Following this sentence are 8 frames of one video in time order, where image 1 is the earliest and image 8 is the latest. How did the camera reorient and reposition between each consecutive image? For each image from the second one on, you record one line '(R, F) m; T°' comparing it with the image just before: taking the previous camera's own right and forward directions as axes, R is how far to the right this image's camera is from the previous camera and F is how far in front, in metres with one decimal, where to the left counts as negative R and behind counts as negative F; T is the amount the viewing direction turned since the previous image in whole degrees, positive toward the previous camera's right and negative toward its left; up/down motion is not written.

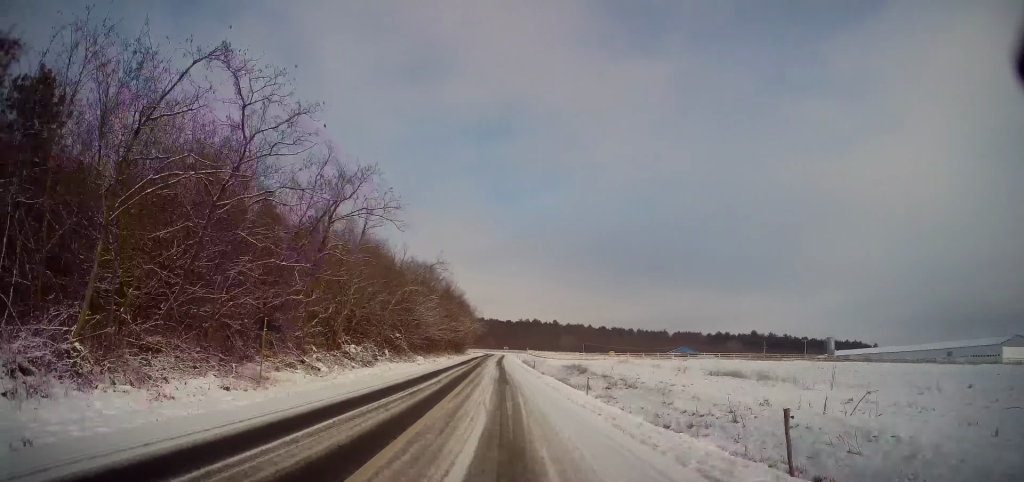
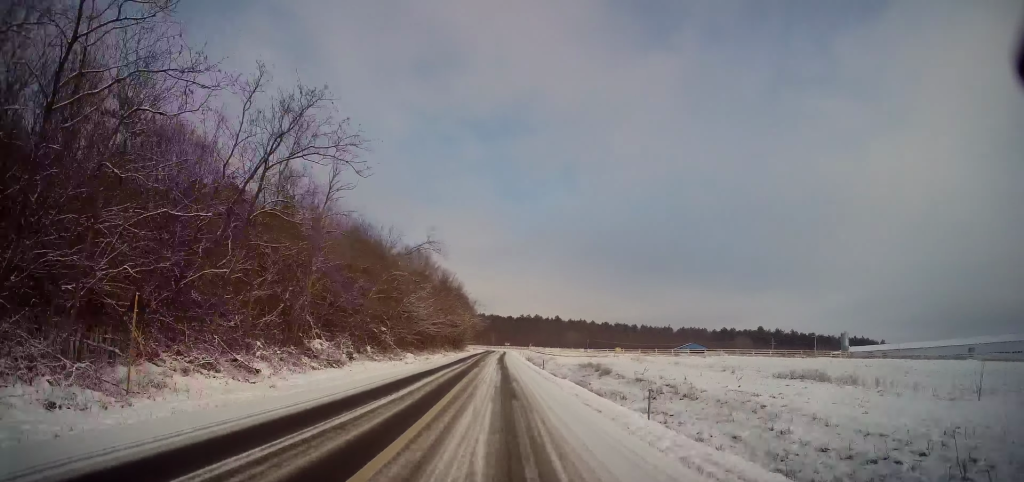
(-0.2, +7.1) m; -2°
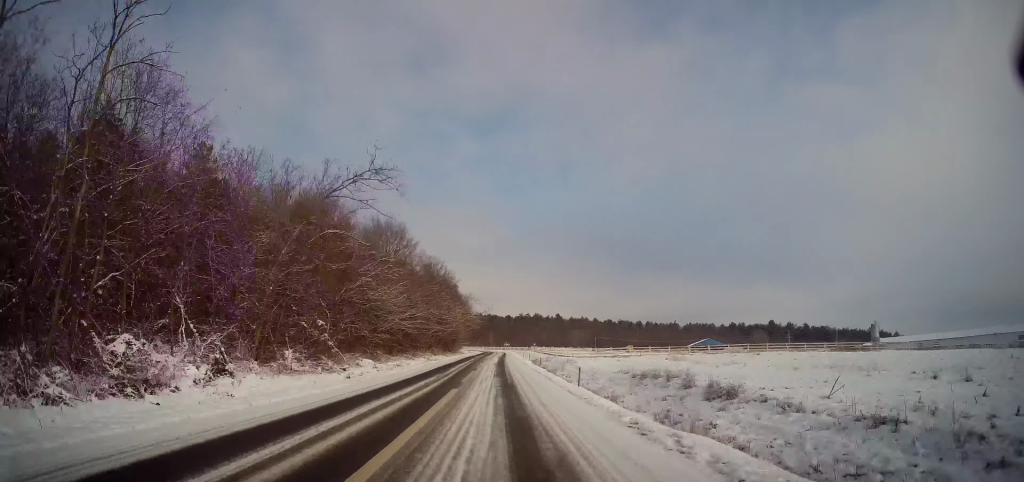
(-0.5, +15.1) m; -1°
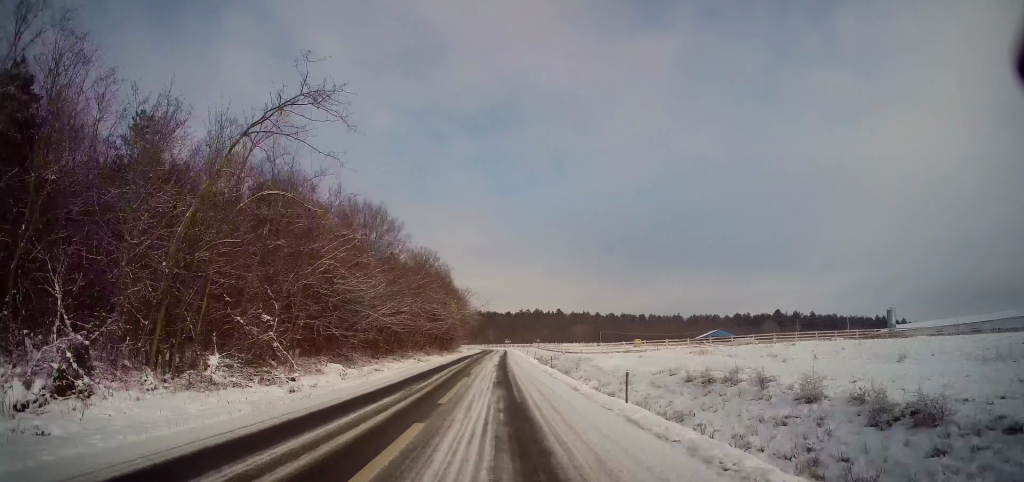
(-0.1, +7.0) m; 0°
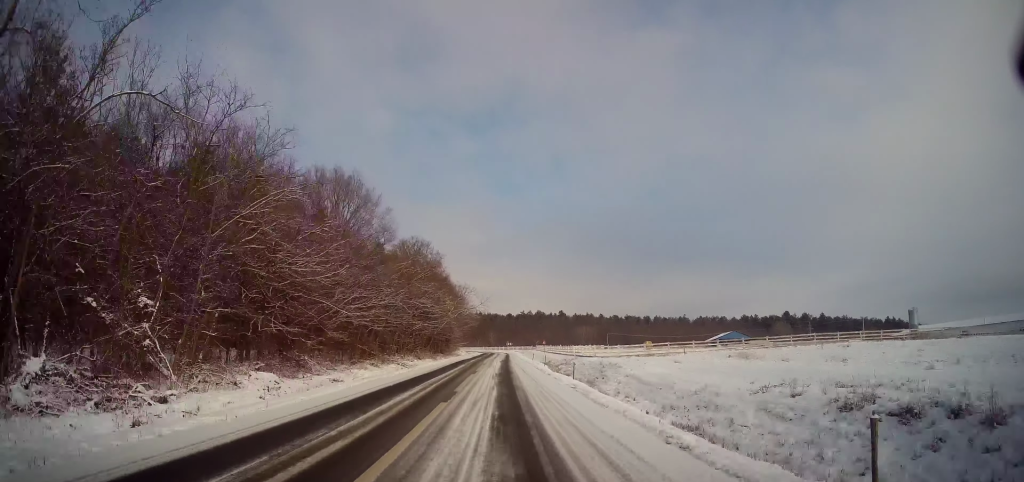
(+0.2, +8.5) m; 0°
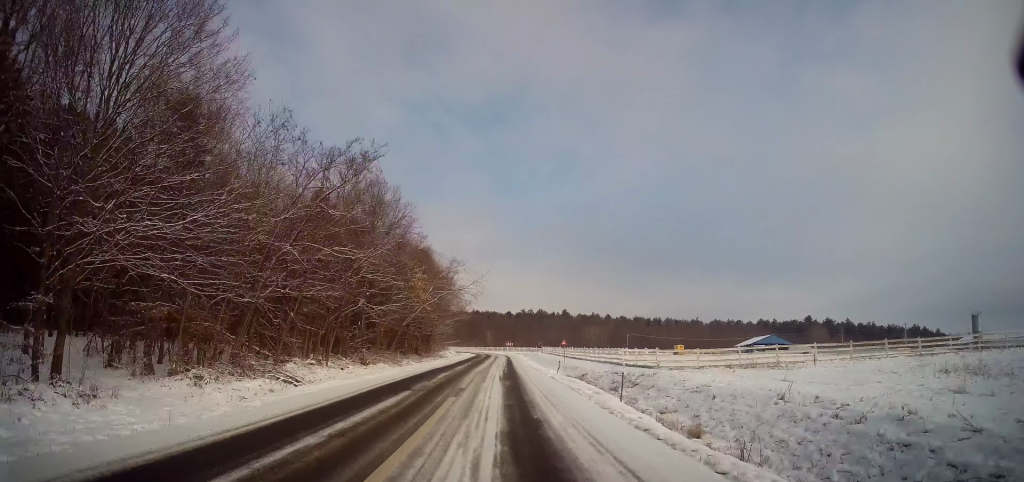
(-0.2, +22.7) m; -1°
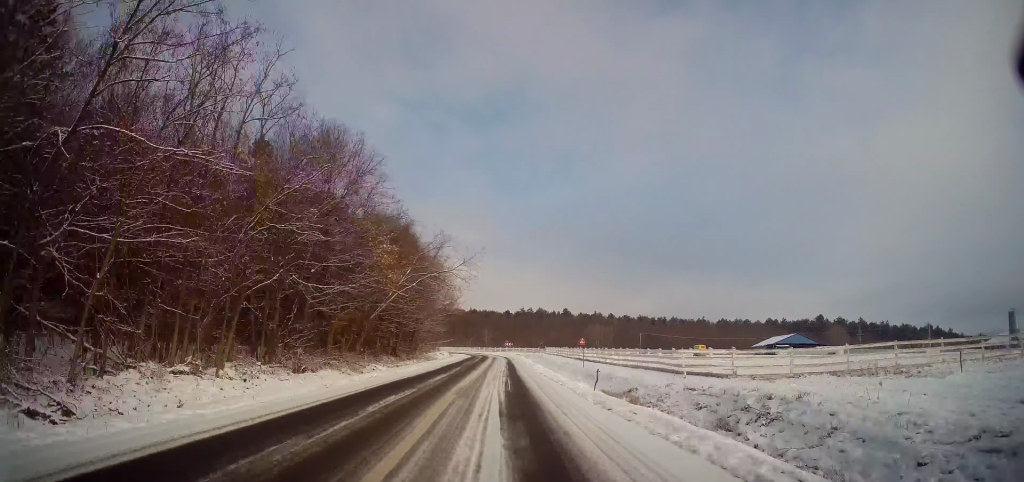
(0.0, +11.5) m; +1°
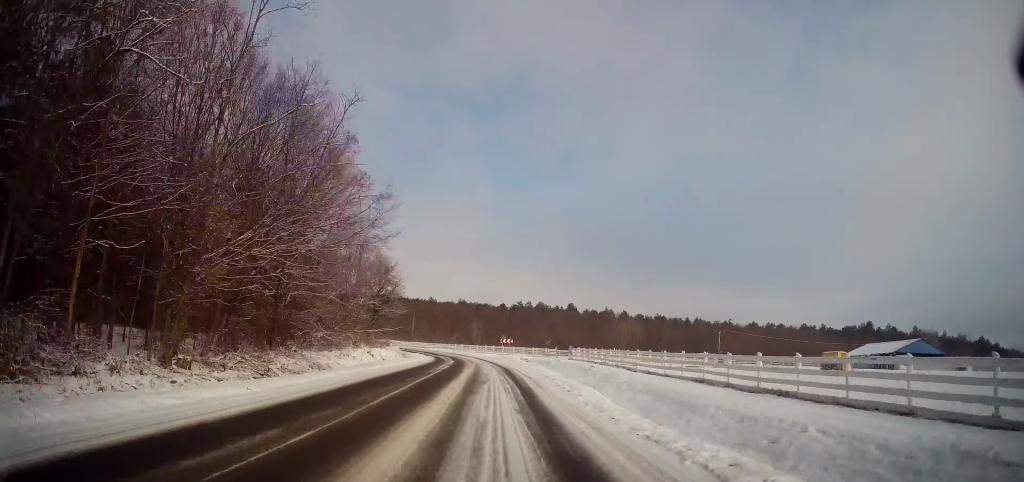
(+0.3, +40.1) m; +1°
